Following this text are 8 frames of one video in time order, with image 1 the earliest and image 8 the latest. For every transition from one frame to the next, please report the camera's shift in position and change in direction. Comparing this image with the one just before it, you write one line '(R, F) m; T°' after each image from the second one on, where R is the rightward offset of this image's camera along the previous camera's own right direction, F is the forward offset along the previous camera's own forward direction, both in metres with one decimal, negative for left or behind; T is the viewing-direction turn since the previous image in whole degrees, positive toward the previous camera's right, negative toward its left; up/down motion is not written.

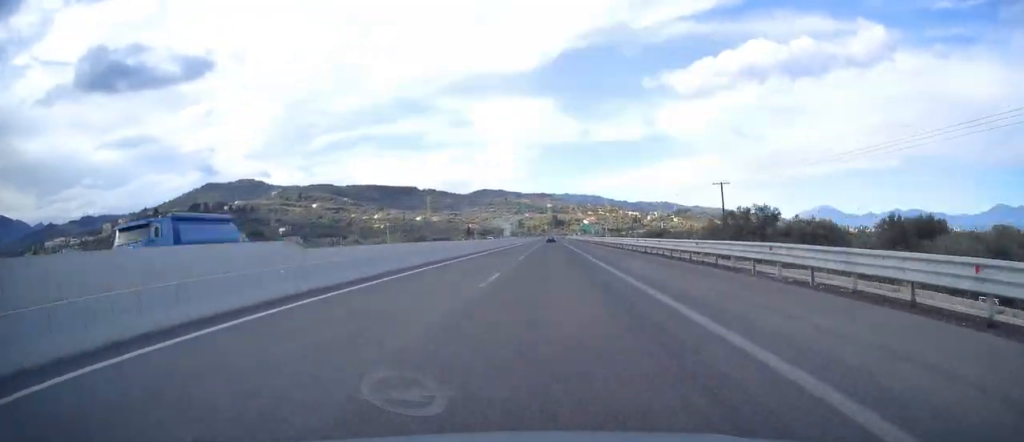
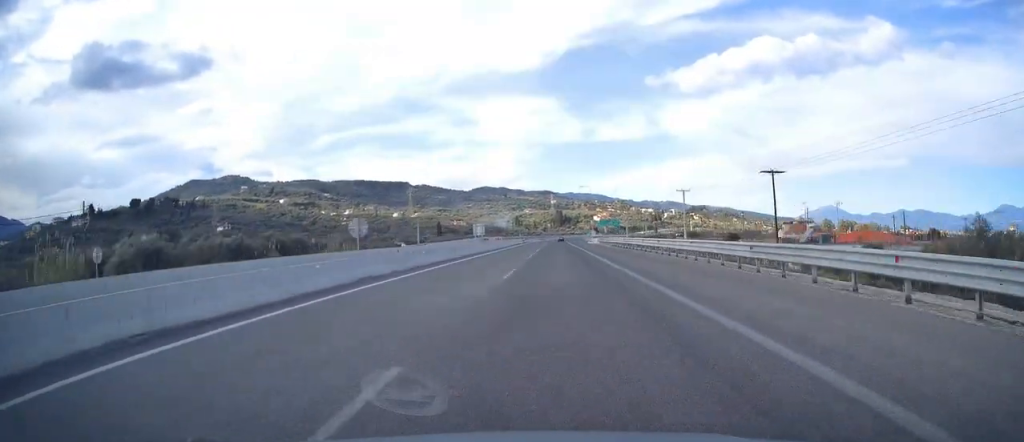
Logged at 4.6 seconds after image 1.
(-0.3, +141.3) m; +2°
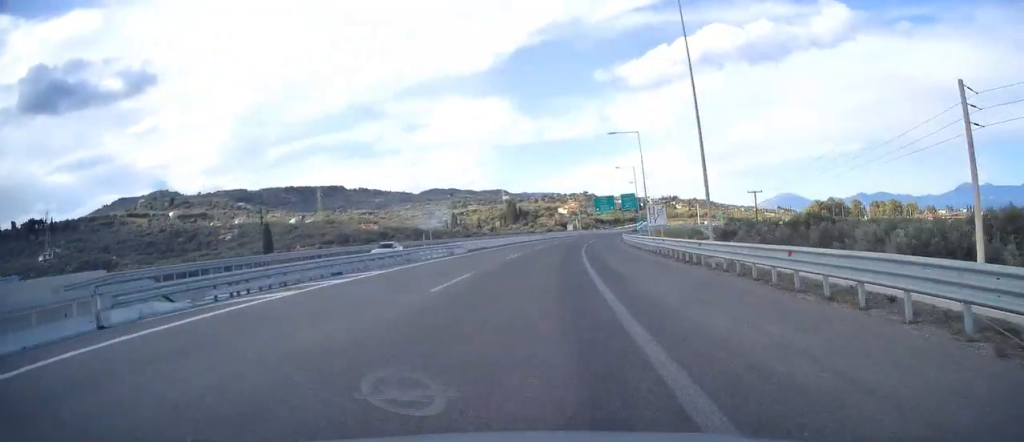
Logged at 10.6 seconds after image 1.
(+5.7, +183.9) m; +8°
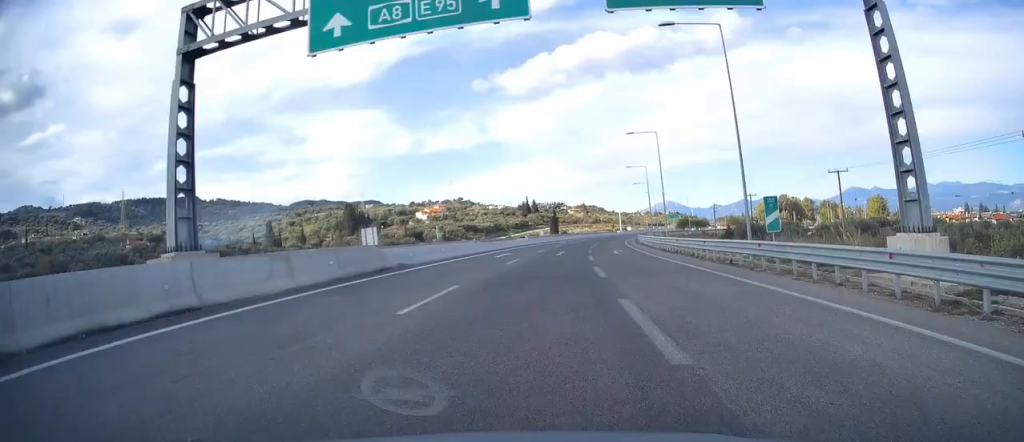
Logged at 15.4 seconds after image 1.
(+11.4, +149.4) m; +10°
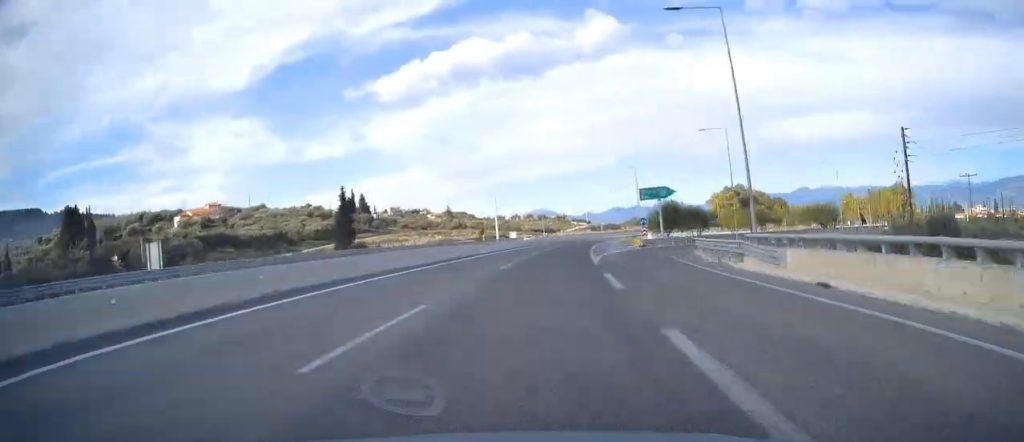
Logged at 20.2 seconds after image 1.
(+17.4, +141.8) m; +12°
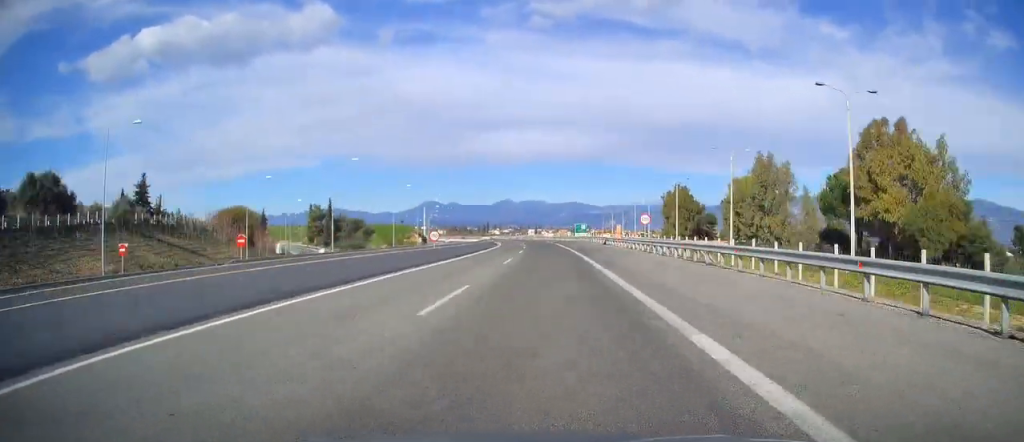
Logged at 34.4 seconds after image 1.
(+111.3, +421.9) m; +19°
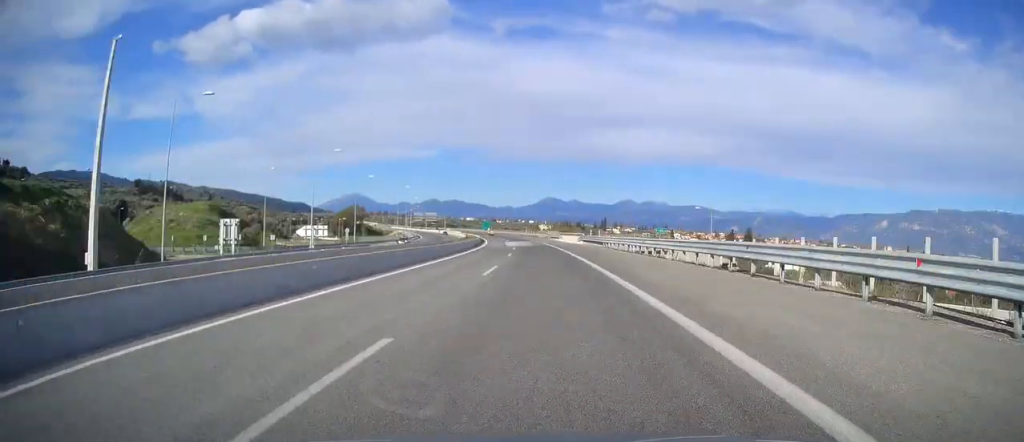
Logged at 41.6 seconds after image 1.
(-22.4, +238.8) m; -13°
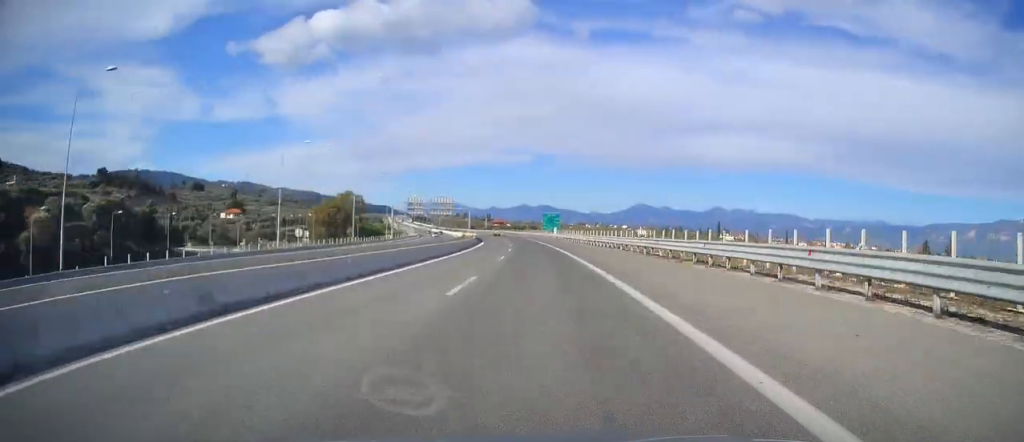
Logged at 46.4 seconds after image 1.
(-12.7, +189.5) m; -10°
